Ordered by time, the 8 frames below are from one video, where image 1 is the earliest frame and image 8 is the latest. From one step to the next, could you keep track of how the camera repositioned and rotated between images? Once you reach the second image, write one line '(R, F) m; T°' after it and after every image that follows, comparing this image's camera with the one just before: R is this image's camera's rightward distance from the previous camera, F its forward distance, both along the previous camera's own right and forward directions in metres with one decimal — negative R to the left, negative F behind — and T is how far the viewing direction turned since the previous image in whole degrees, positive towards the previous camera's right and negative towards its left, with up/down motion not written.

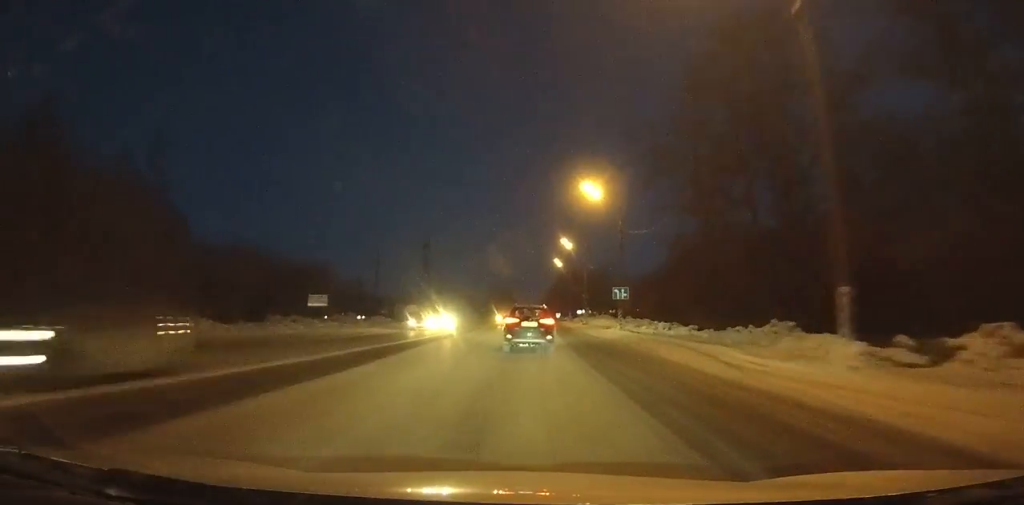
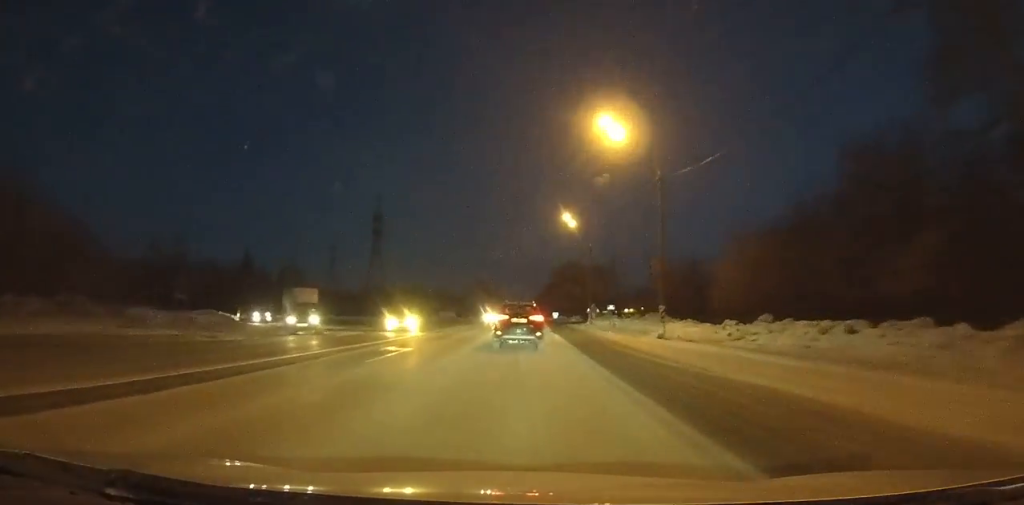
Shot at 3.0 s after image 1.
(+0.2, +46.9) m; 0°
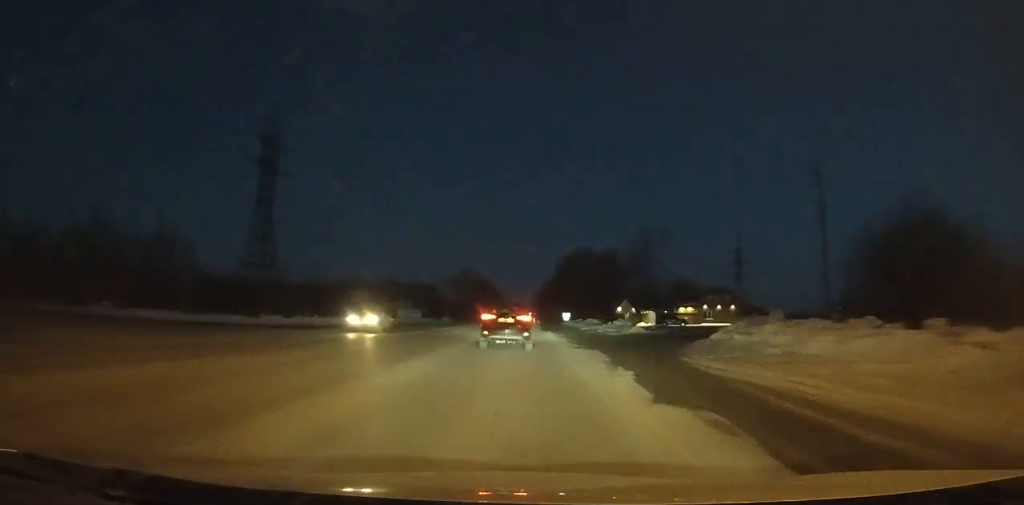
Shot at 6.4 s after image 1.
(+0.3, +53.6) m; 0°
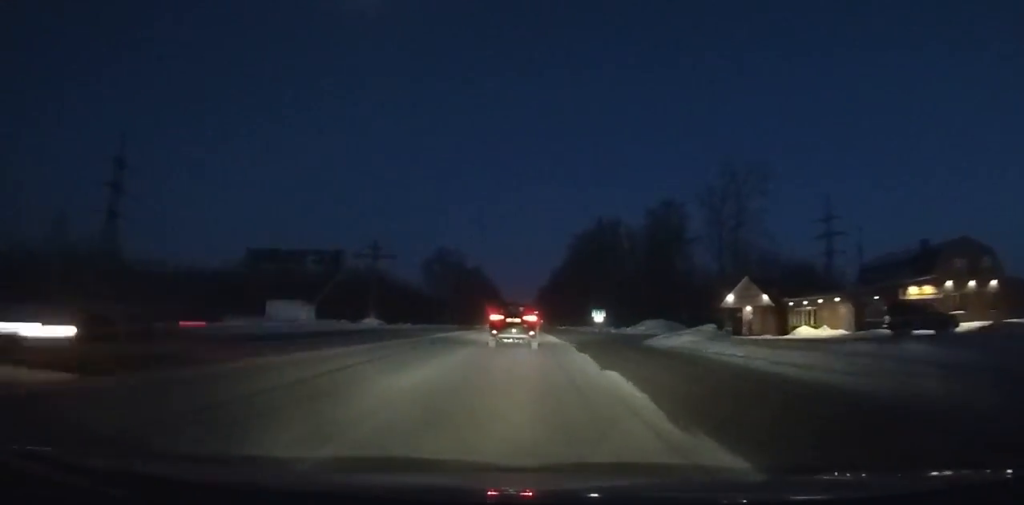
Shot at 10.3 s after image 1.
(-0.1, +62.4) m; 0°
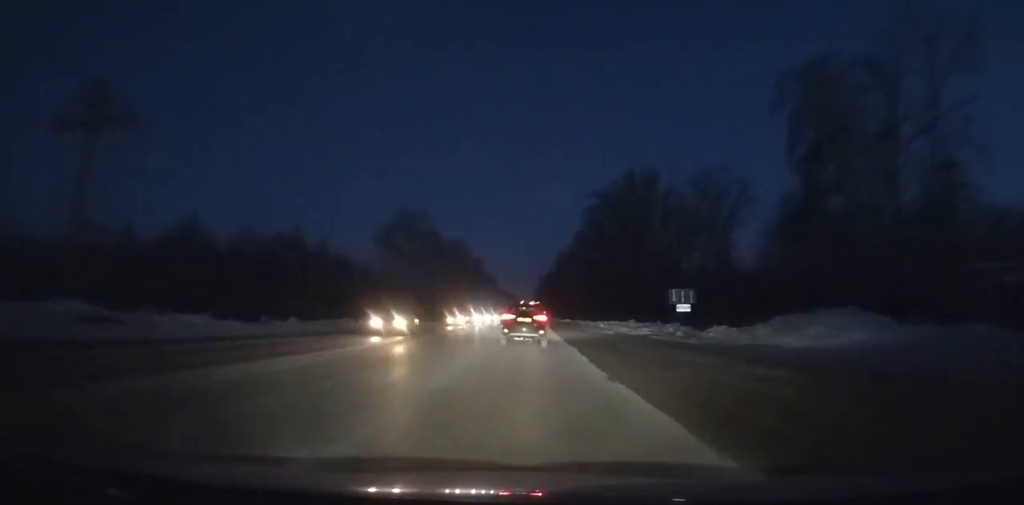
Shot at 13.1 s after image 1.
(0.0, +46.0) m; 0°
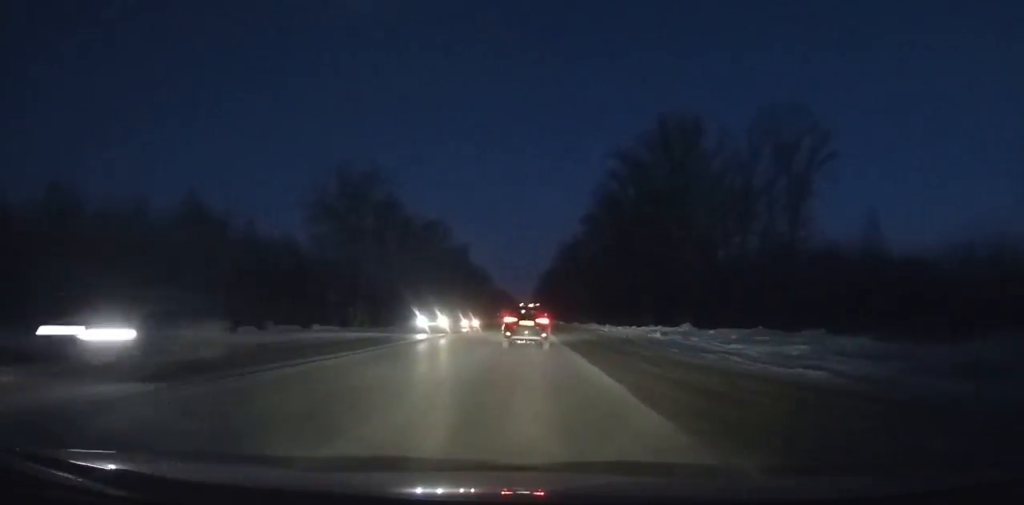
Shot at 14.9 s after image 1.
(-0.1, +30.5) m; 0°
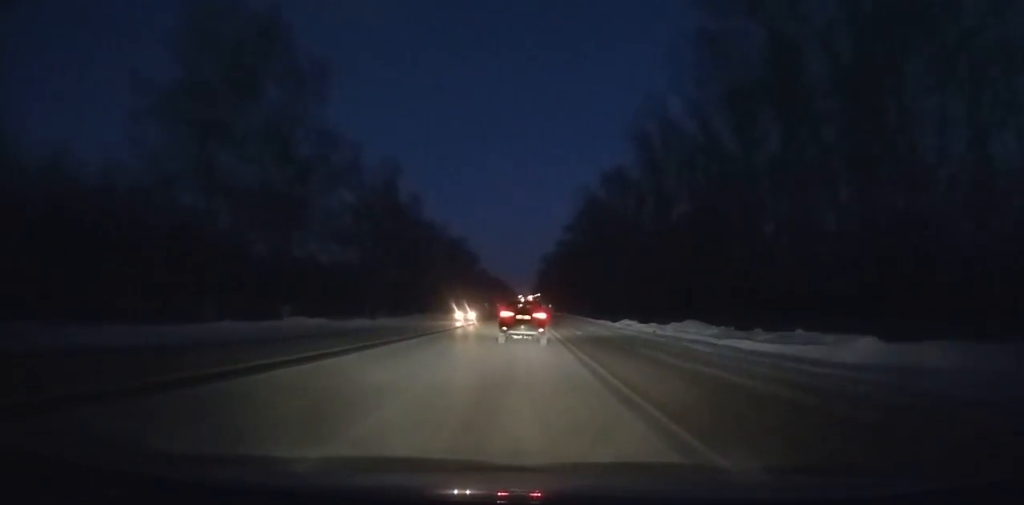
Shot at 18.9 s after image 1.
(+0.4, +70.1) m; +1°
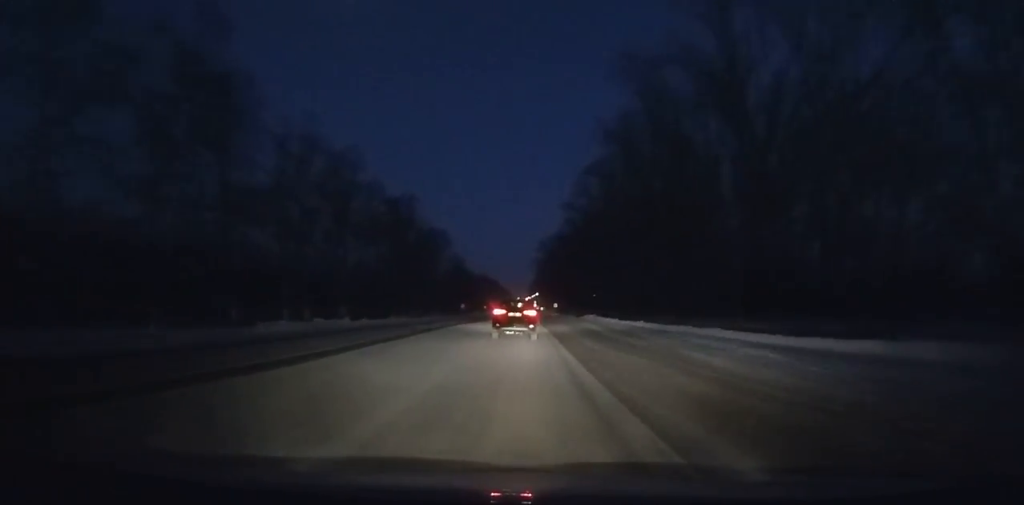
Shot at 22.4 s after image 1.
(+0.2, +64.3) m; 0°
